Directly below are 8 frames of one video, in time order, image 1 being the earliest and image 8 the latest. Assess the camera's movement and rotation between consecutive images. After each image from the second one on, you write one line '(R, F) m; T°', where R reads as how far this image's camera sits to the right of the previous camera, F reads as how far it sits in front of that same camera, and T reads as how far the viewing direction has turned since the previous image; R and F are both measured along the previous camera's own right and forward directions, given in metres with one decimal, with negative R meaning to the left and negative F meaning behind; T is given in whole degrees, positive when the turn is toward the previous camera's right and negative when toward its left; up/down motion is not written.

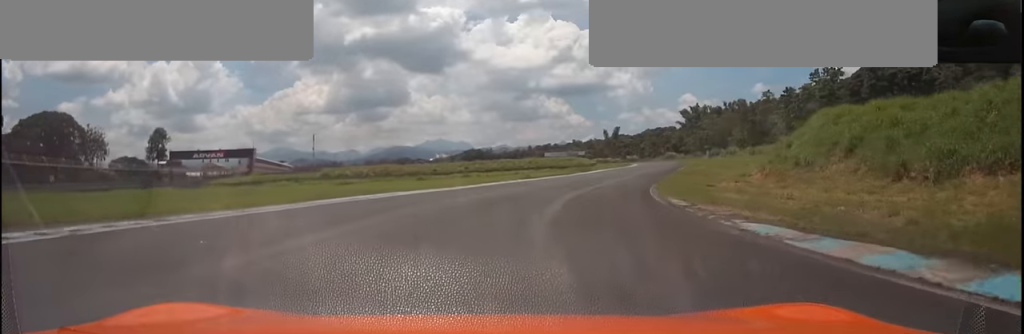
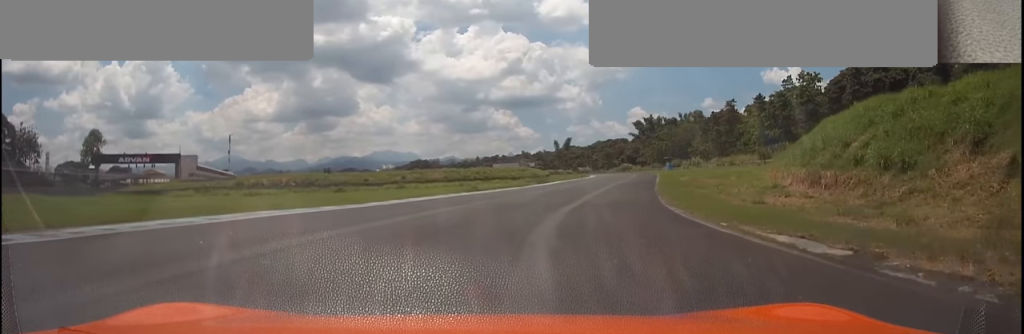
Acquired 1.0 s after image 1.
(+2.8, +9.6) m; +22°
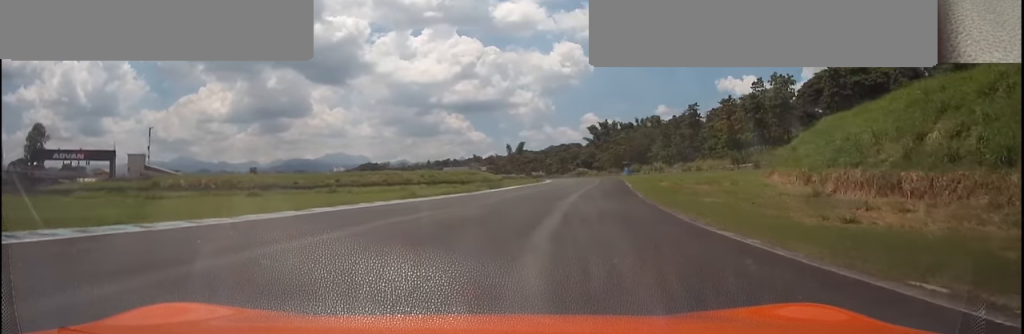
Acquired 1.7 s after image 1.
(+0.5, +7.1) m; +6°
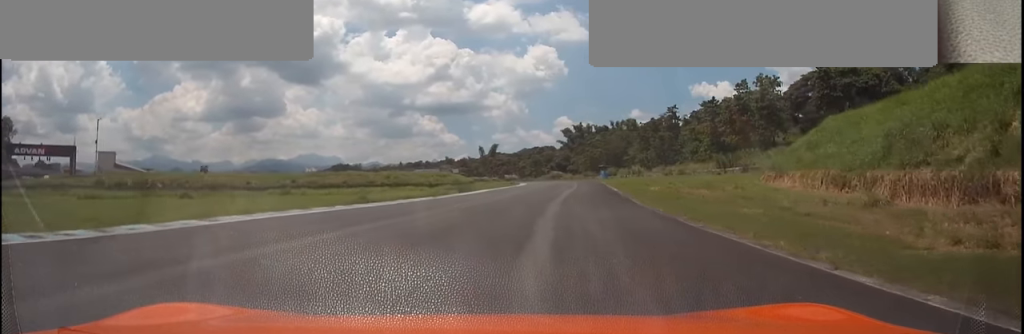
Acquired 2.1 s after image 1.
(+0.2, +4.5) m; +3°
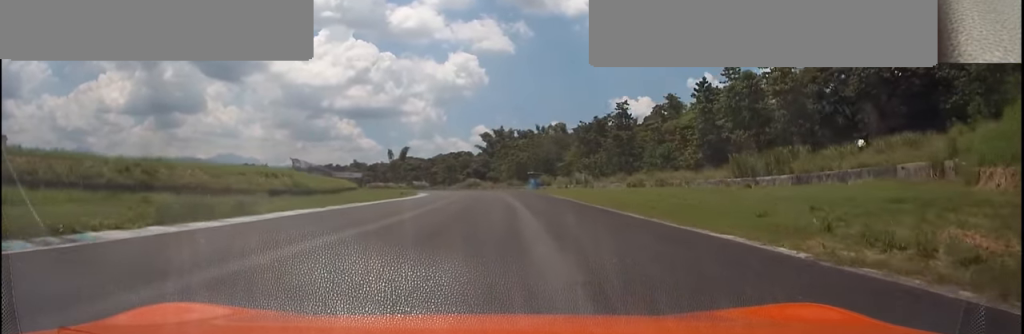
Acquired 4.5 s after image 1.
(+3.9, +29.6) m; +11°
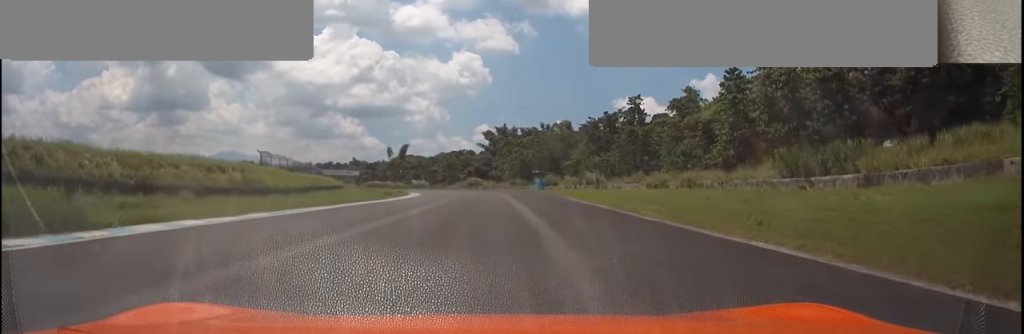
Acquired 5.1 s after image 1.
(+0.1, +8.3) m; +1°
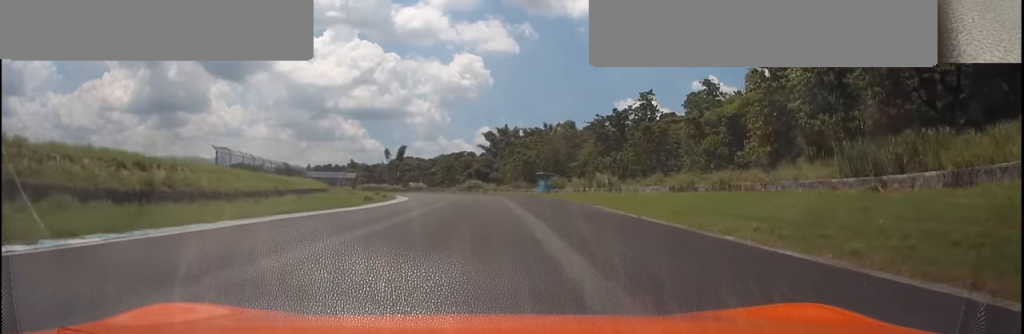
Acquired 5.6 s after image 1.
(+0.2, +8.1) m; +1°
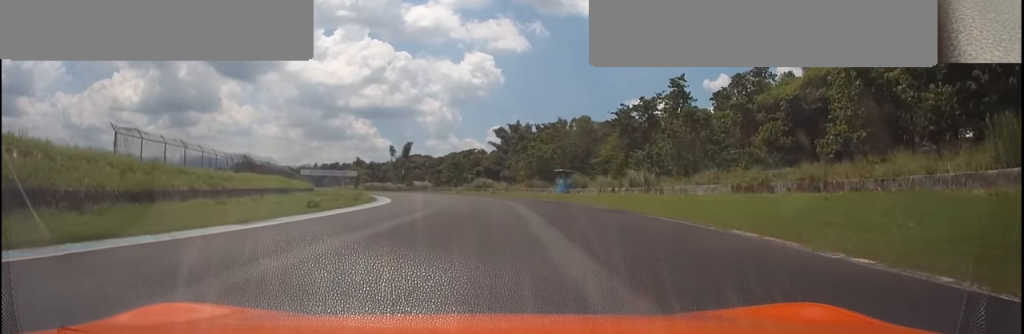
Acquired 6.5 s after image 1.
(0.0, +13.0) m; -1°
